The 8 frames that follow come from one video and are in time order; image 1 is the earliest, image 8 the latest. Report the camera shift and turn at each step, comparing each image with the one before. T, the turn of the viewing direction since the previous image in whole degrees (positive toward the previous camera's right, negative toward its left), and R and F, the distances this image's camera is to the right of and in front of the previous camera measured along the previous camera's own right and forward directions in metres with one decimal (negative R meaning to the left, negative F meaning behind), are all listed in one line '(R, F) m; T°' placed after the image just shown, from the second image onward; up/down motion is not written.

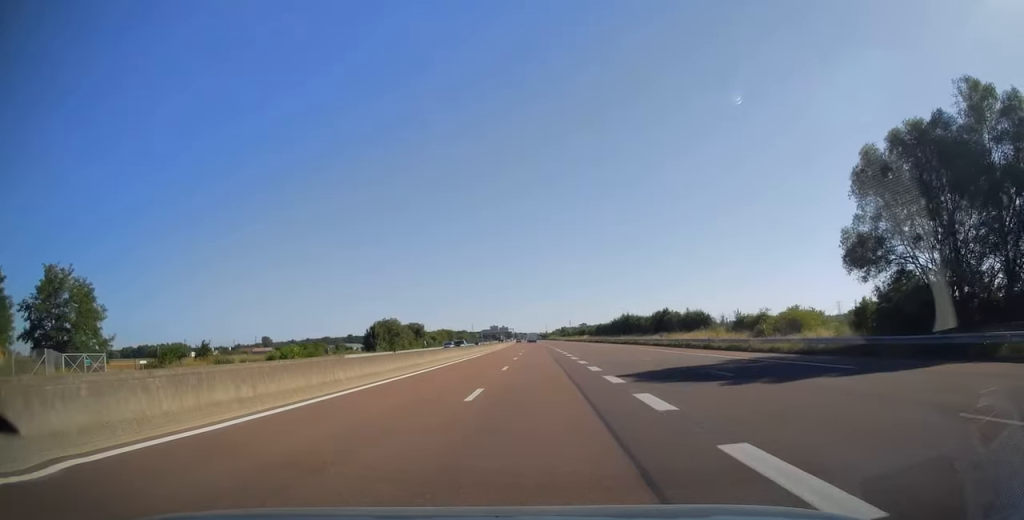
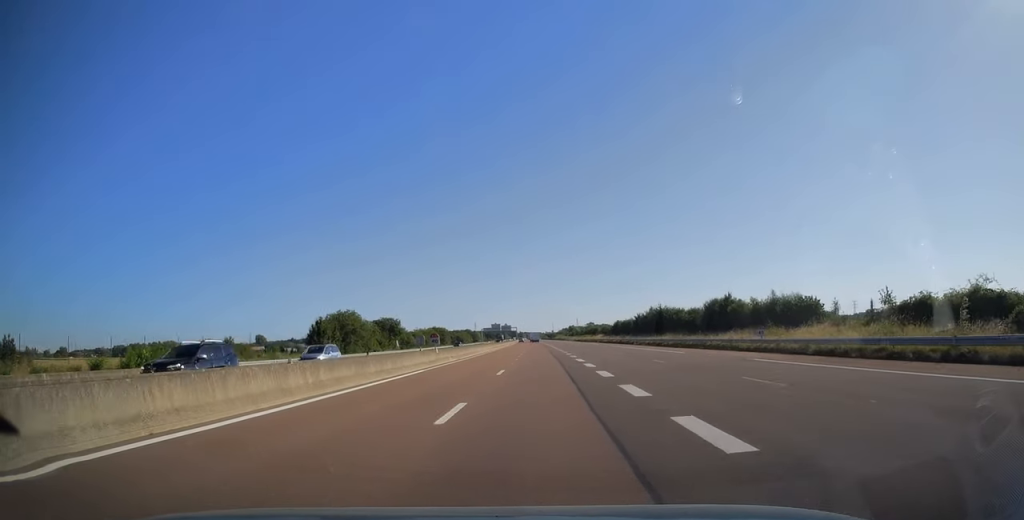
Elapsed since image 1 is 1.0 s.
(-0.1, +29.7) m; 0°
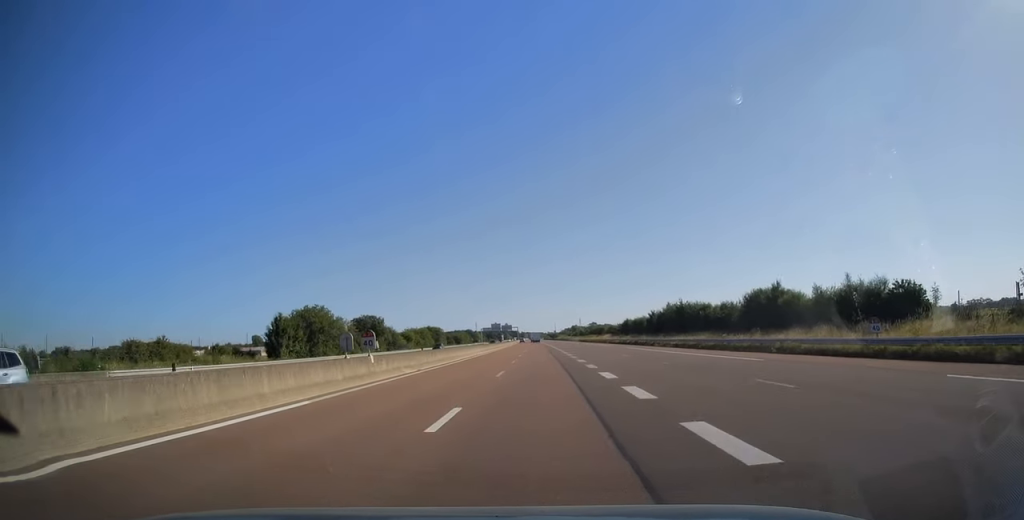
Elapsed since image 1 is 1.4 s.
(-0.1, +13.6) m; 0°
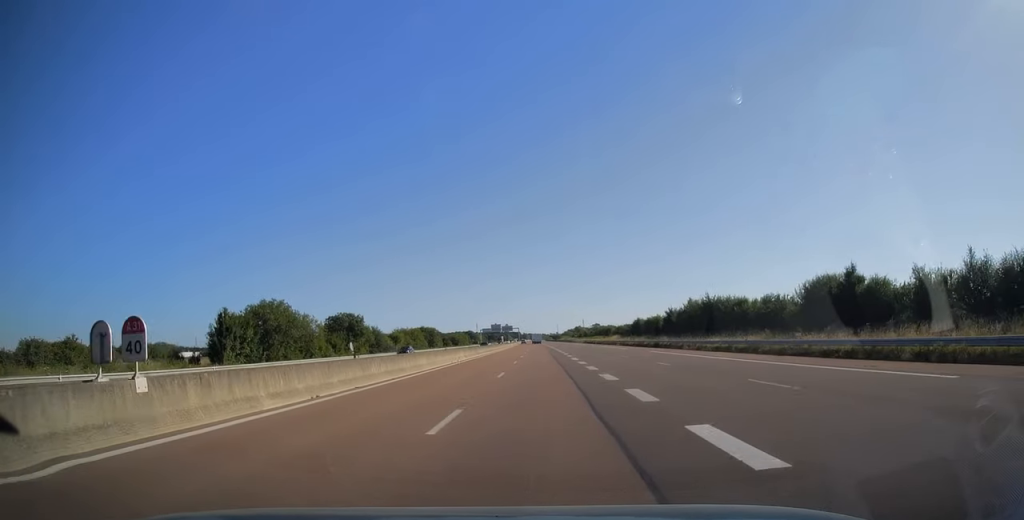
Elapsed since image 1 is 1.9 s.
(0.0, +13.1) m; 0°
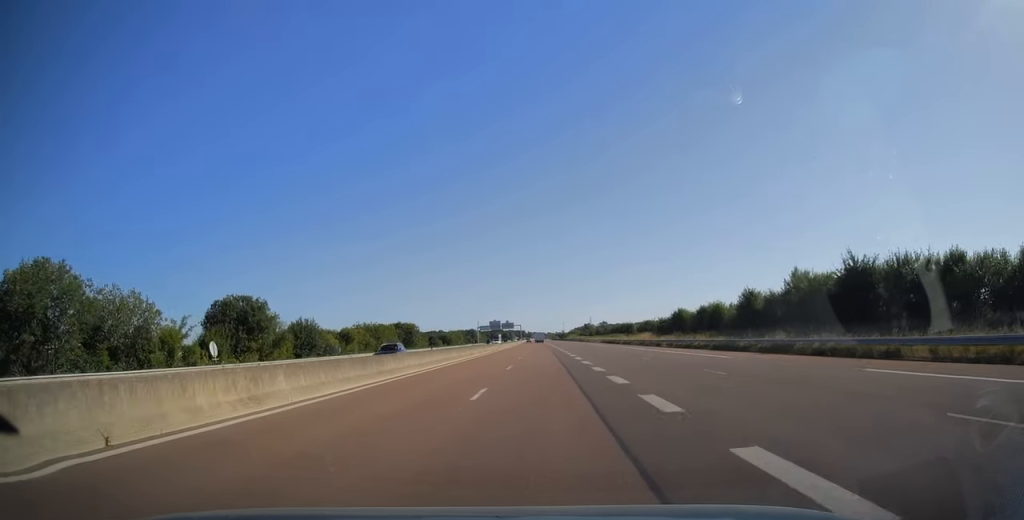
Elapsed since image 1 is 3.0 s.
(-0.1, +34.2) m; -1°
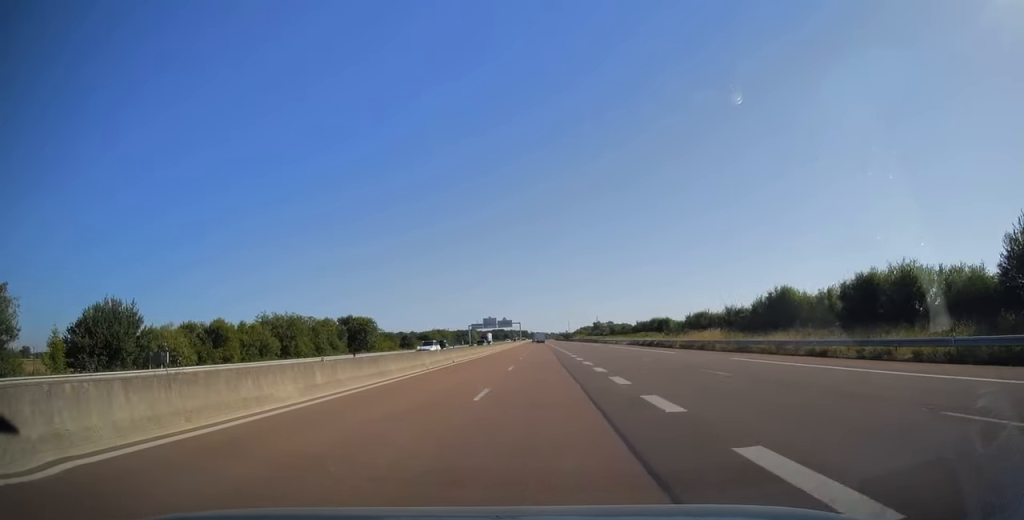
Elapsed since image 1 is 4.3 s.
(-0.3, +38.8) m; -1°
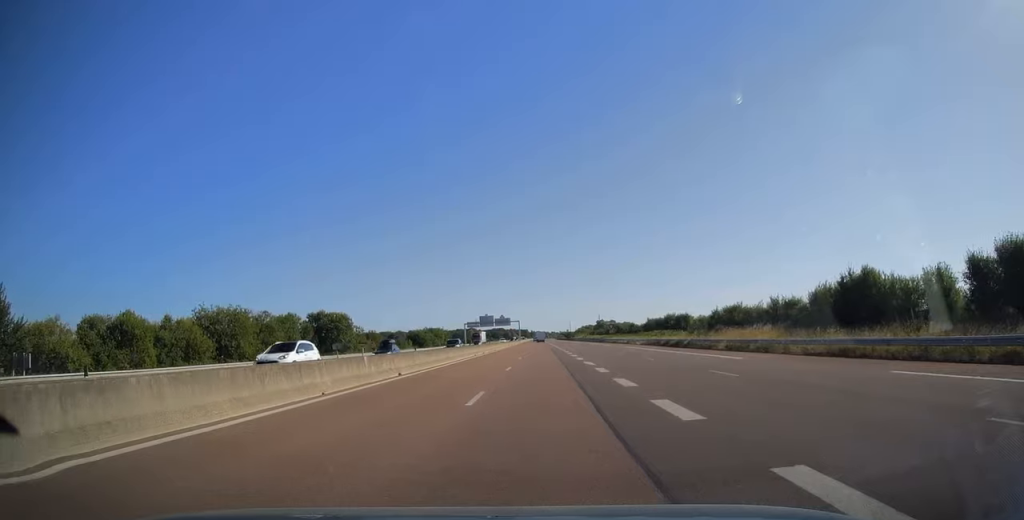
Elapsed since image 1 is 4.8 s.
(0.0, +14.1) m; 0°
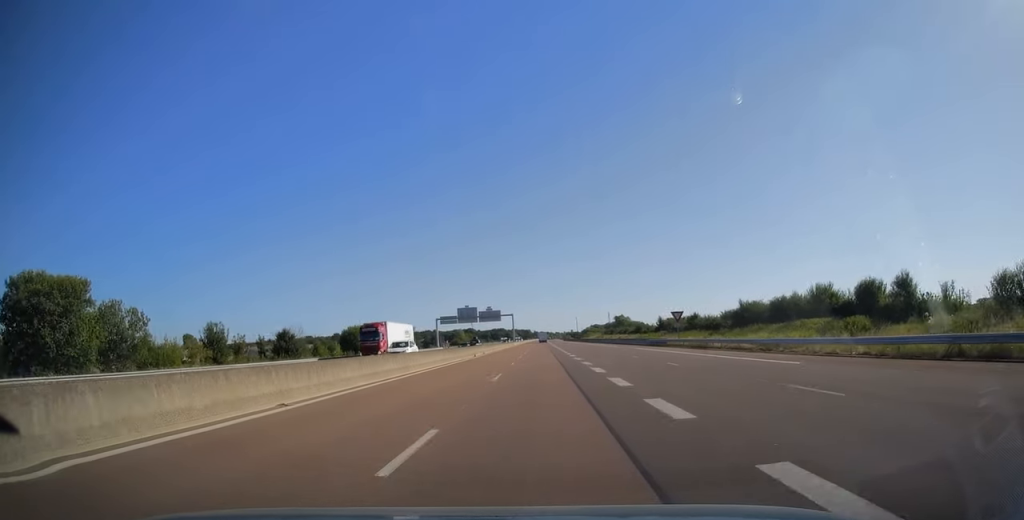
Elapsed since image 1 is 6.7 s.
(-0.1, +58.2) m; 0°
